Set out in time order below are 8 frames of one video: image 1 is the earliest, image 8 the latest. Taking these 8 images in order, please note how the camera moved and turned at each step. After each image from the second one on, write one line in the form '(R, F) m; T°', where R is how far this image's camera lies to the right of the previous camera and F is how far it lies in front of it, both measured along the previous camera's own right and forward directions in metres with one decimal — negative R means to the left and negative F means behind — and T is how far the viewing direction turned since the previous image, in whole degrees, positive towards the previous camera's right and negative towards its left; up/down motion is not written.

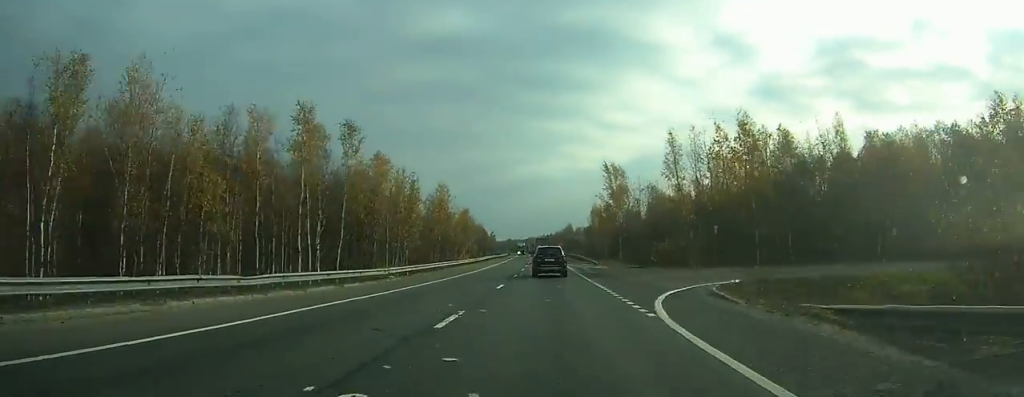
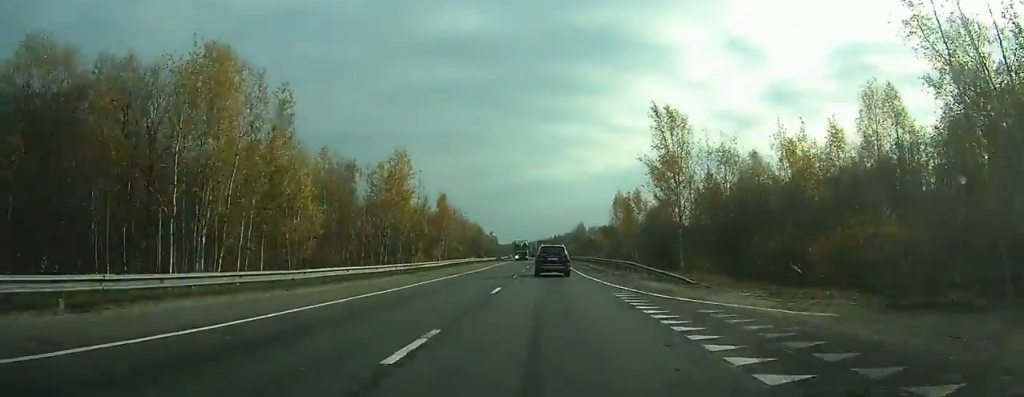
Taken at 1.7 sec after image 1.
(-0.3, +39.4) m; -1°
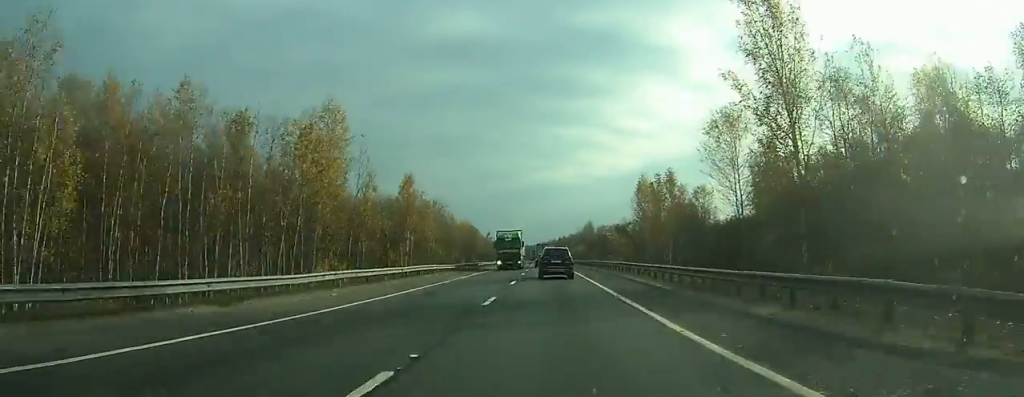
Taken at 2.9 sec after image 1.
(-0.2, +28.1) m; 0°
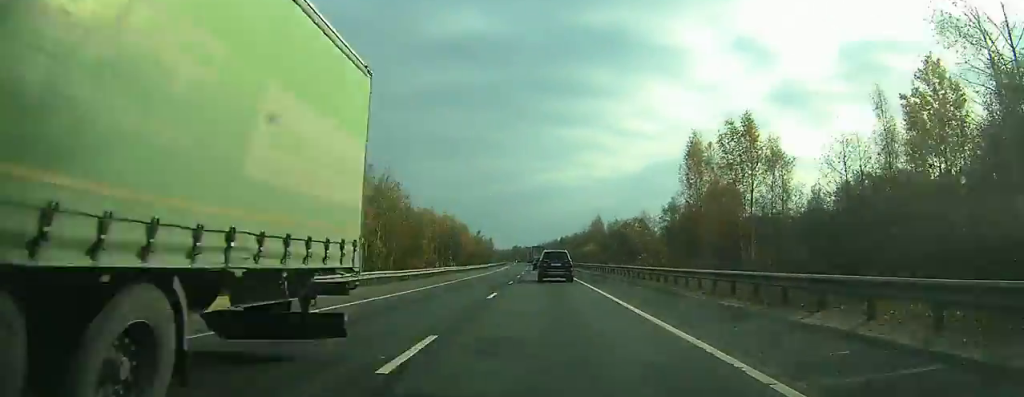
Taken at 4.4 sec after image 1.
(-0.2, +35.2) m; 0°
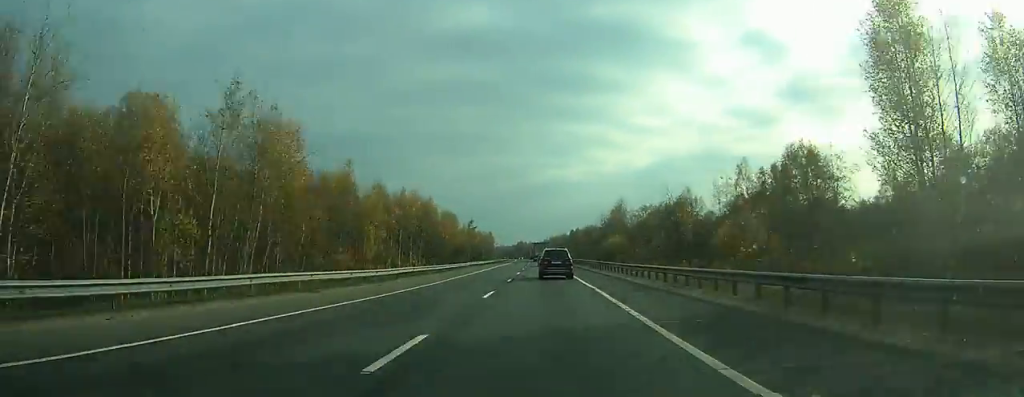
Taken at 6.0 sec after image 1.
(-0.1, +37.6) m; -1°
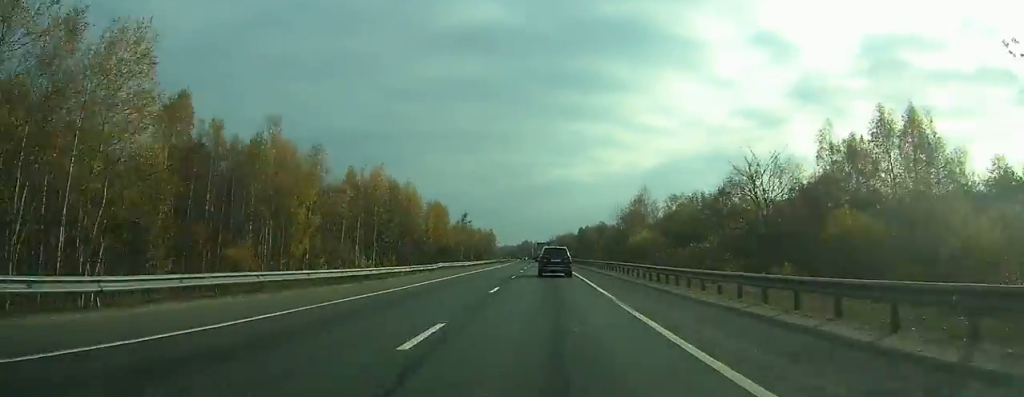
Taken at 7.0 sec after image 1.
(0.0, +22.8) m; 0°
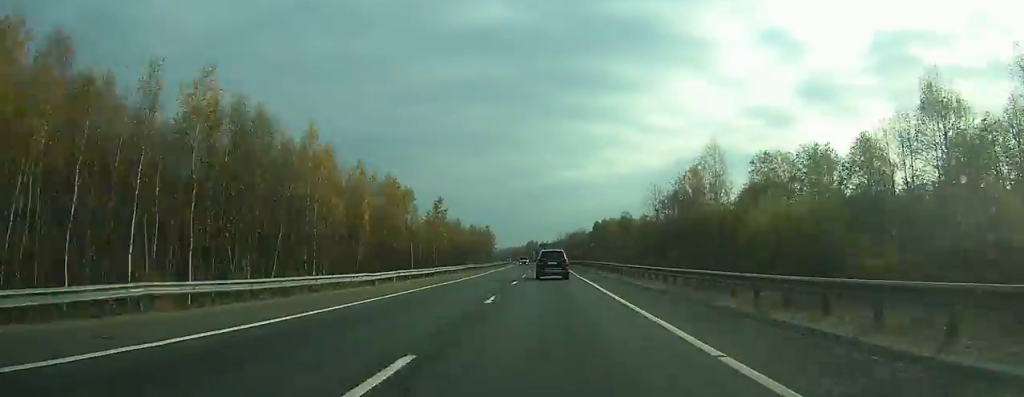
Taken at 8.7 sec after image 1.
(-0.3, +39.2) m; 0°
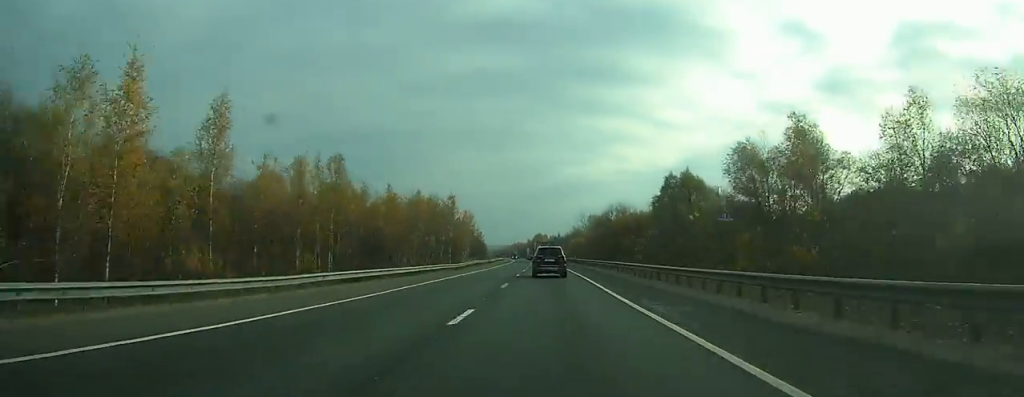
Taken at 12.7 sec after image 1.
(-0.8, +84.0) m; -1°
